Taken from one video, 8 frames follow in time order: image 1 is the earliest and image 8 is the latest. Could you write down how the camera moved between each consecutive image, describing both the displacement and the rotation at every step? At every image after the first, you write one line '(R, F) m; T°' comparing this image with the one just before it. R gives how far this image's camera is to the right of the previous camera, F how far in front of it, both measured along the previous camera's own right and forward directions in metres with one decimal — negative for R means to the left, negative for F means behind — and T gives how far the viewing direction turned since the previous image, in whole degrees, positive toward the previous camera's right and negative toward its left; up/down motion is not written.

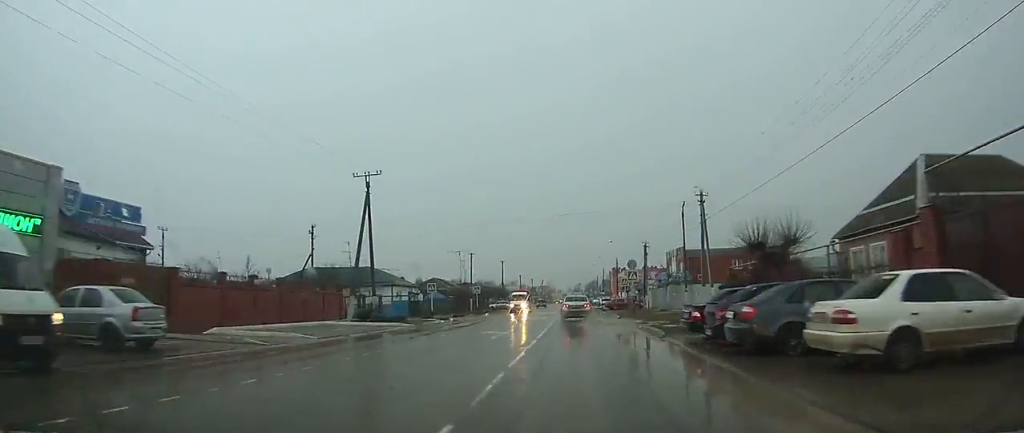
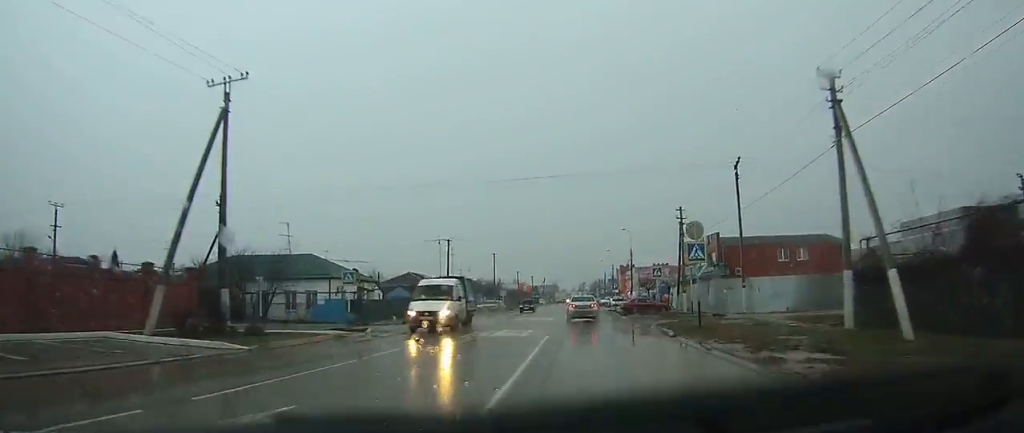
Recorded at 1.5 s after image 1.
(0.0, +17.9) m; 0°
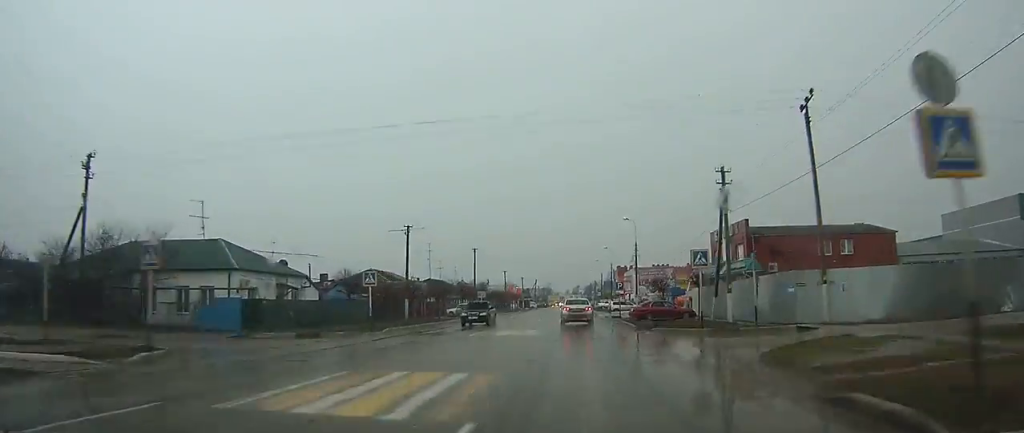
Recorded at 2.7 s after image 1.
(0.0, +13.7) m; 0°
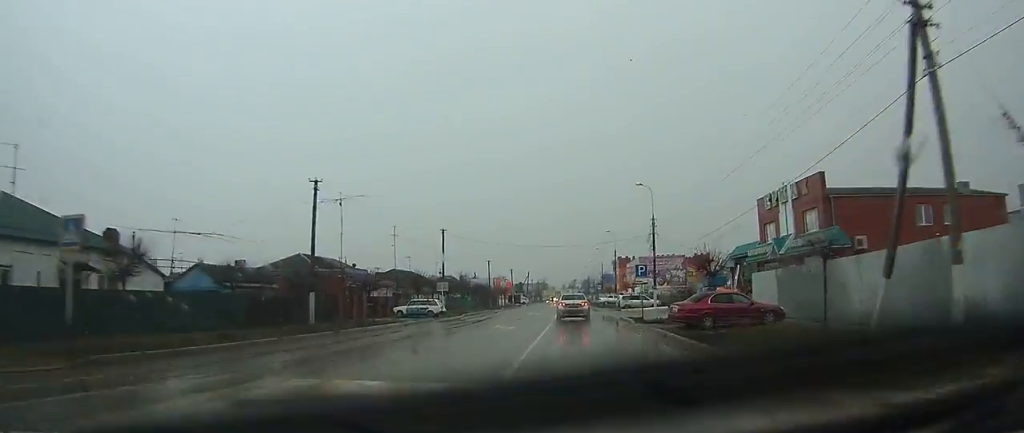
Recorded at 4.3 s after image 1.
(0.0, +18.0) m; 0°
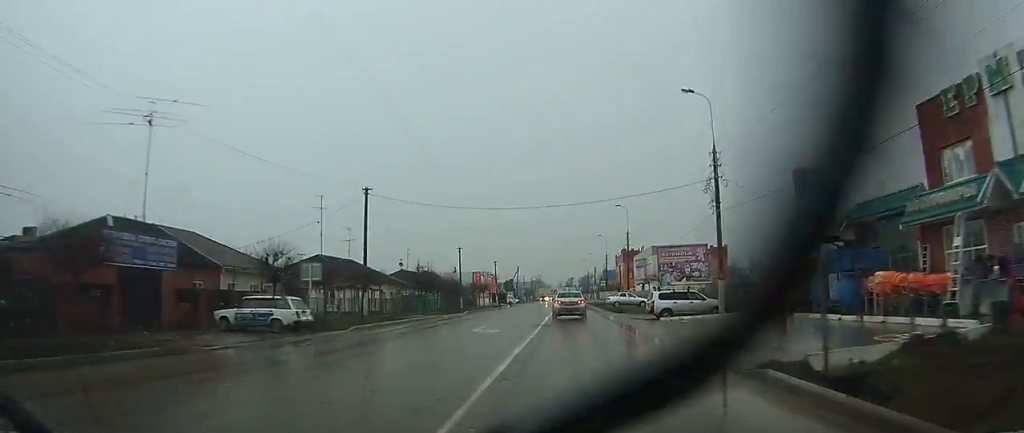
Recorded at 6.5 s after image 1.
(0.0, +23.5) m; 0°
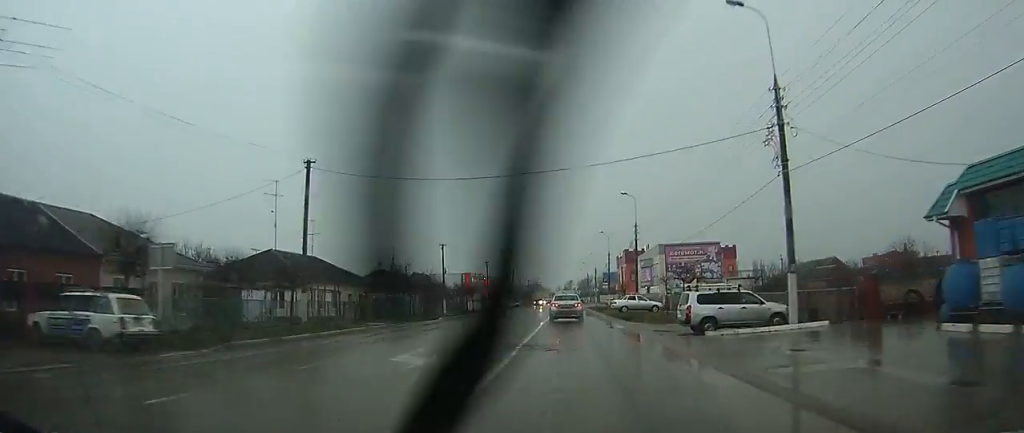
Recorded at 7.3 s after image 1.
(0.0, +9.5) m; 0°
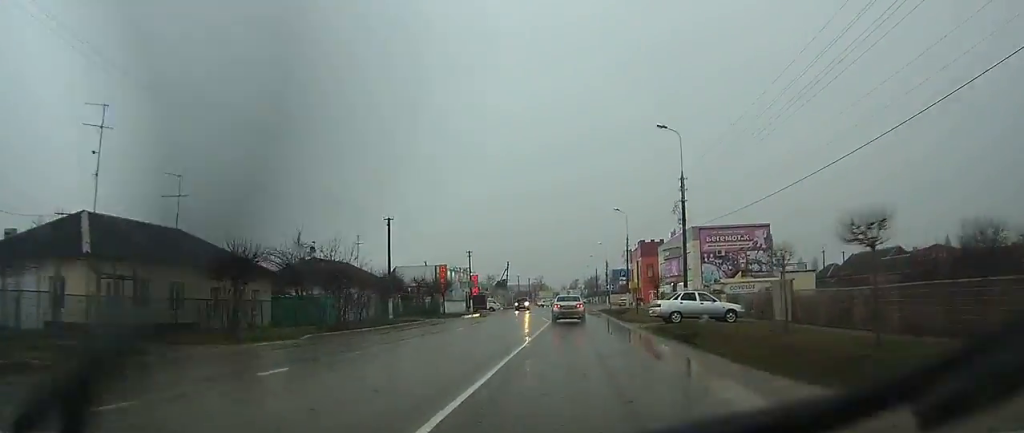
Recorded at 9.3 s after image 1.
(+0.1, +21.8) m; 0°
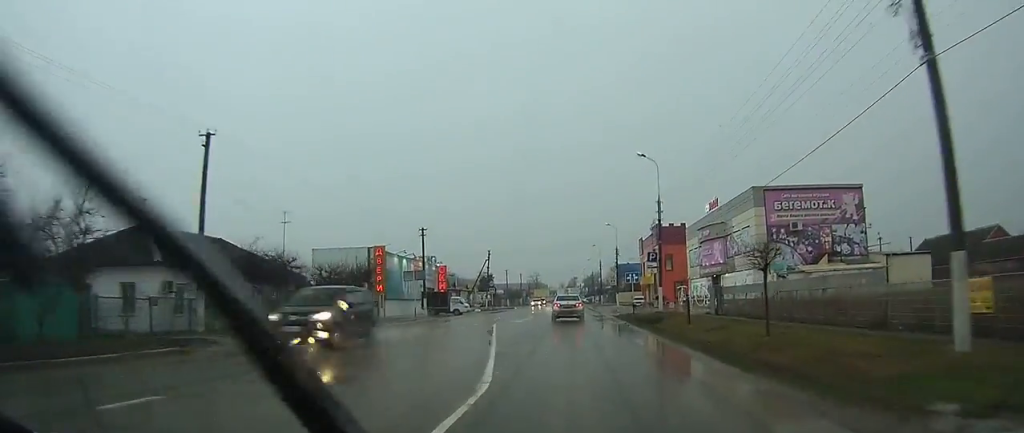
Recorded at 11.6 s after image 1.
(-0.2, +24.8) m; 0°
